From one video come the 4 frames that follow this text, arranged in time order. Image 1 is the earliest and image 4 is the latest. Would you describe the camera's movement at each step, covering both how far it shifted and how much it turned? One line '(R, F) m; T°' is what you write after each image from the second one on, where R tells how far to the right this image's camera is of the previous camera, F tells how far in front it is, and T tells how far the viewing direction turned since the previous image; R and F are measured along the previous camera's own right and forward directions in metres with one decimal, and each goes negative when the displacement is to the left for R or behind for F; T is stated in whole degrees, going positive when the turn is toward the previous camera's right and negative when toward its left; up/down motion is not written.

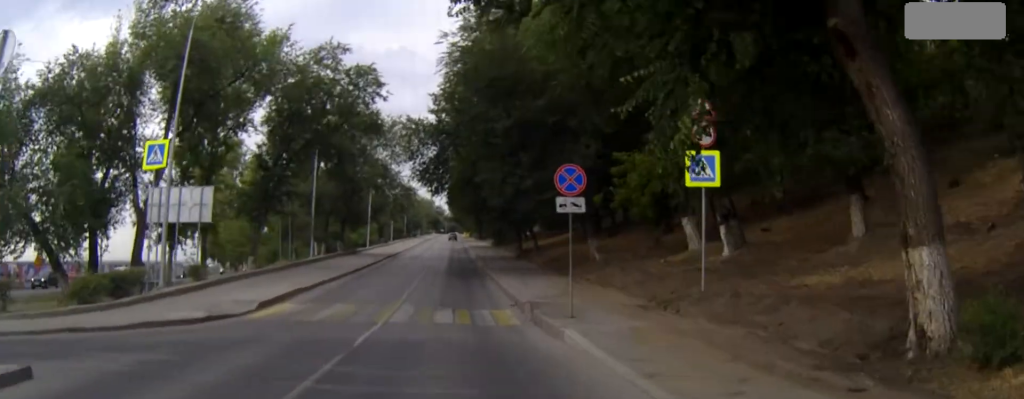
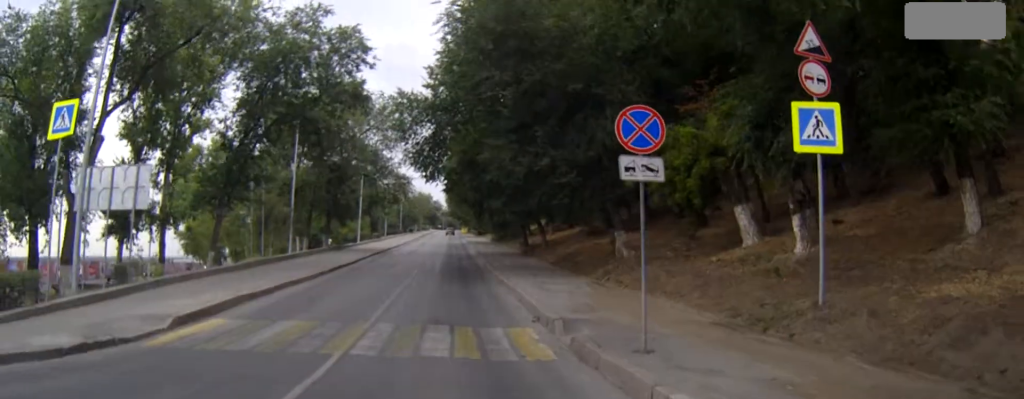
(0.0, +6.5) m; 0°
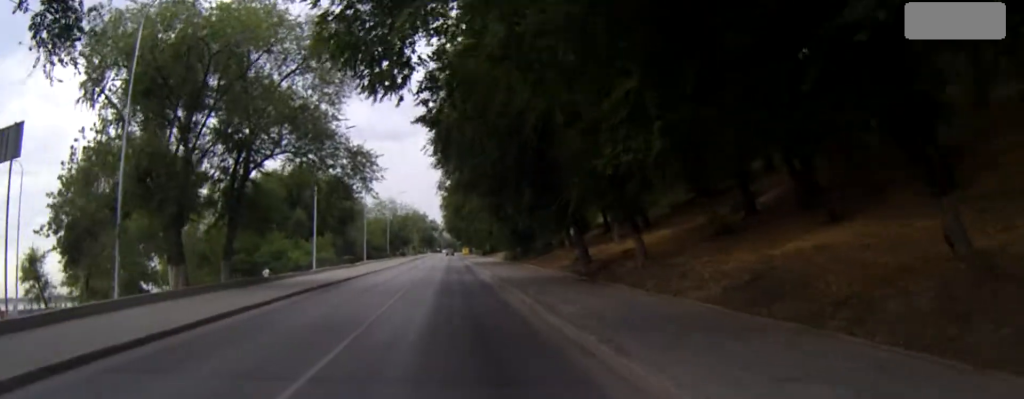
(-0.1, +25.7) m; 0°
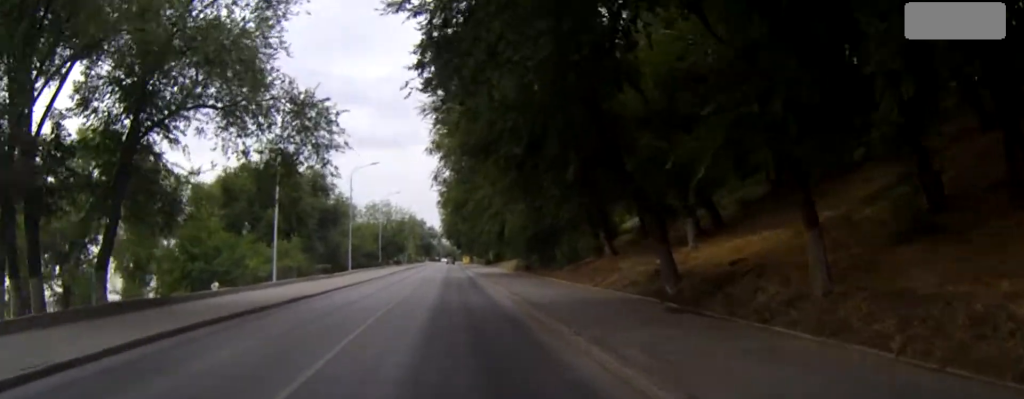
(-0.1, +12.4) m; 0°
